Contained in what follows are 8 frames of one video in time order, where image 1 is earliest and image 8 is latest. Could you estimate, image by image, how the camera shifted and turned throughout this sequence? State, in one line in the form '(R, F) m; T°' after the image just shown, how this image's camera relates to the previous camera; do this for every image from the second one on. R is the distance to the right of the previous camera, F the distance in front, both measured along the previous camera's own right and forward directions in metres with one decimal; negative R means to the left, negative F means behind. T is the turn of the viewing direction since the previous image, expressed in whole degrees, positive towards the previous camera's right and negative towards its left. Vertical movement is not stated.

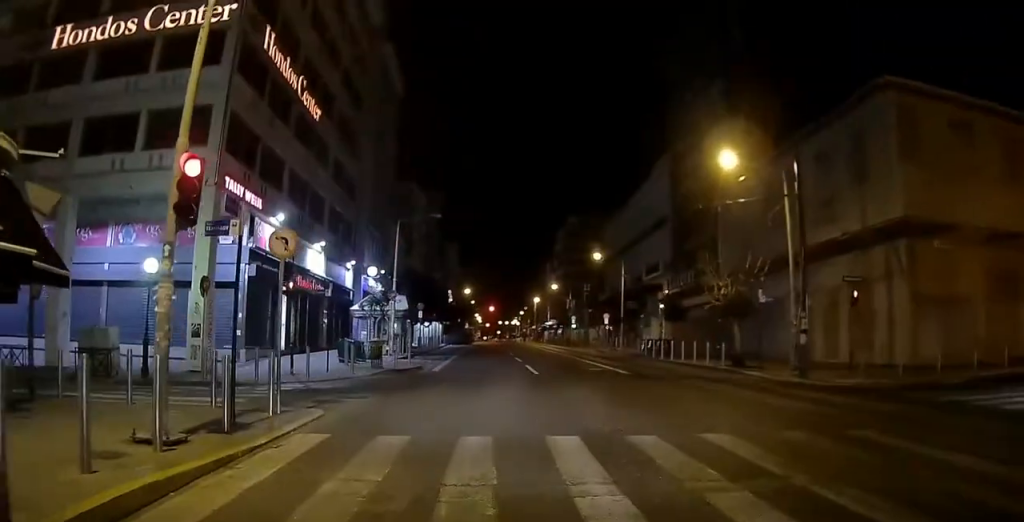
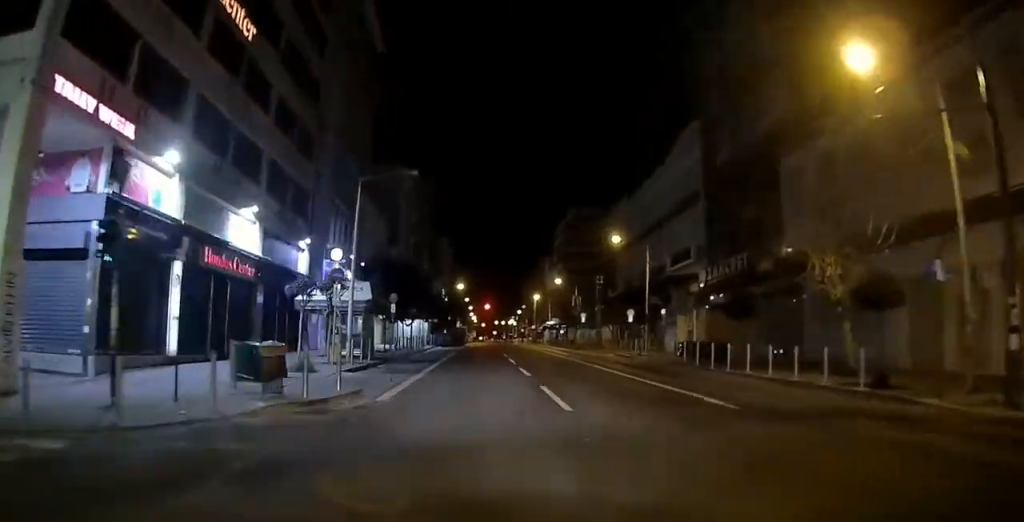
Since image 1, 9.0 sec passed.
(-1.2, +26.3) m; -3°
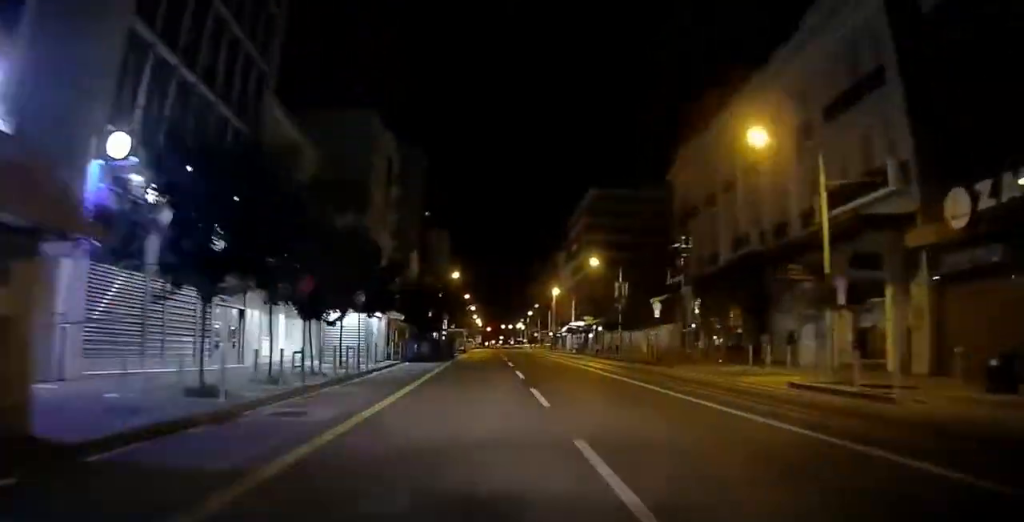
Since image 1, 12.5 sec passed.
(0.0, +23.0) m; +1°
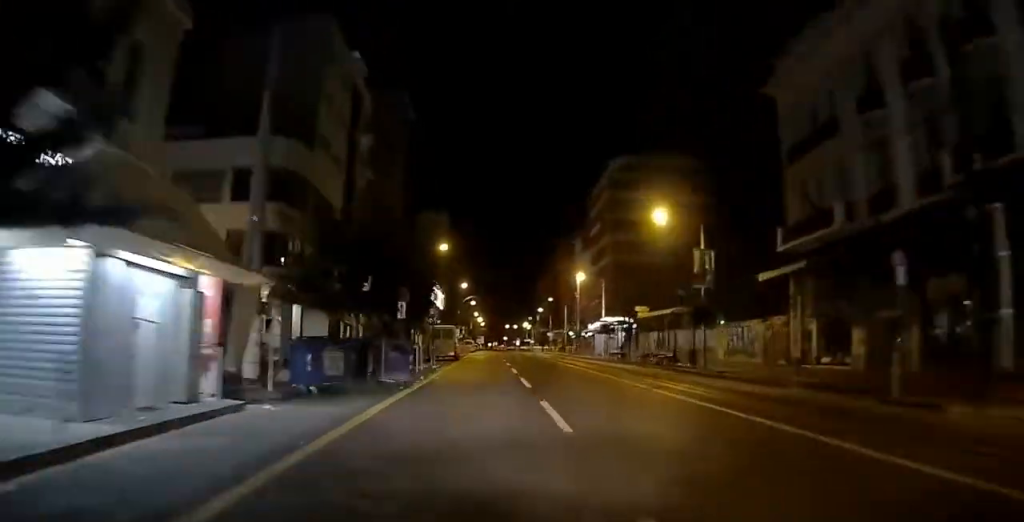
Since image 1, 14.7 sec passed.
(+0.3, +24.6) m; +1°
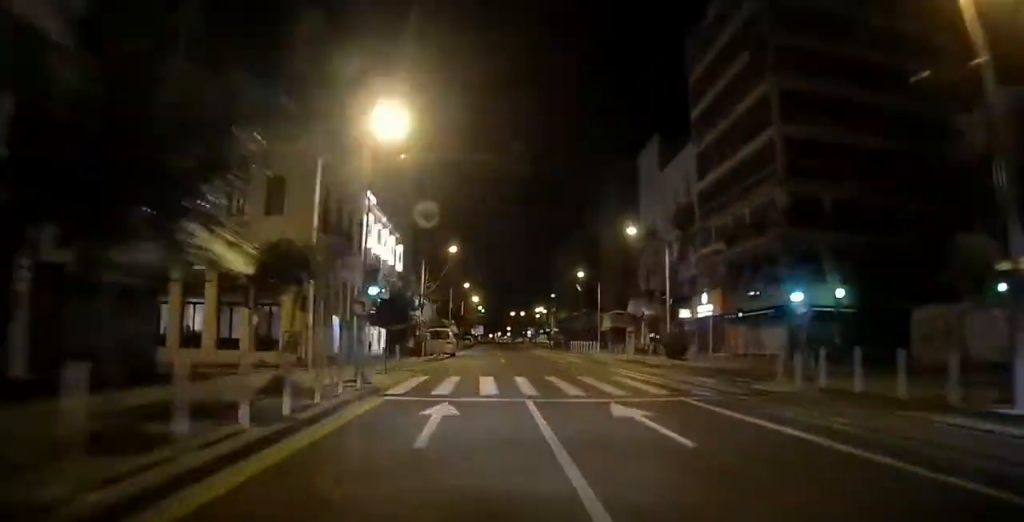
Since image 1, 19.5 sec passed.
(+0.7, +58.2) m; +1°
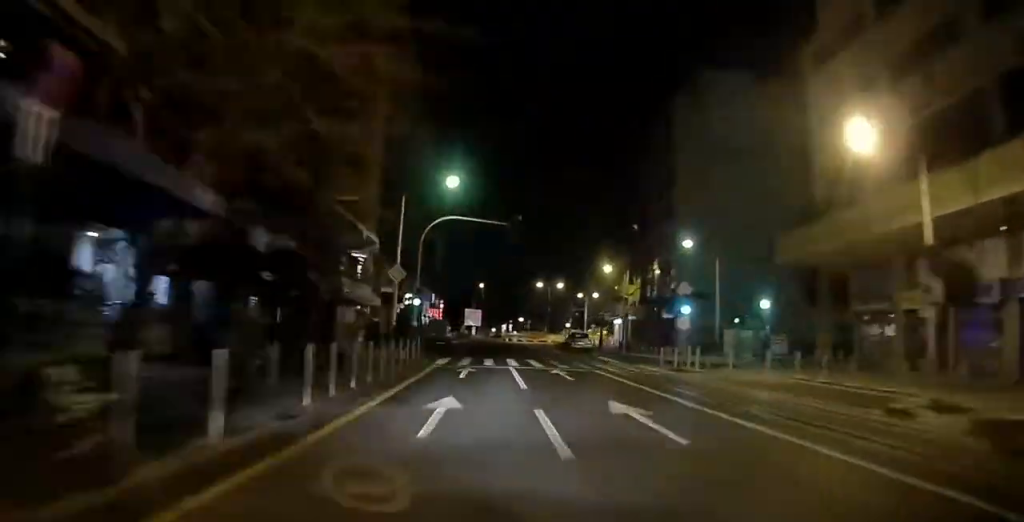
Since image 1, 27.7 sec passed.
(+0.7, +103.1) m; -1°
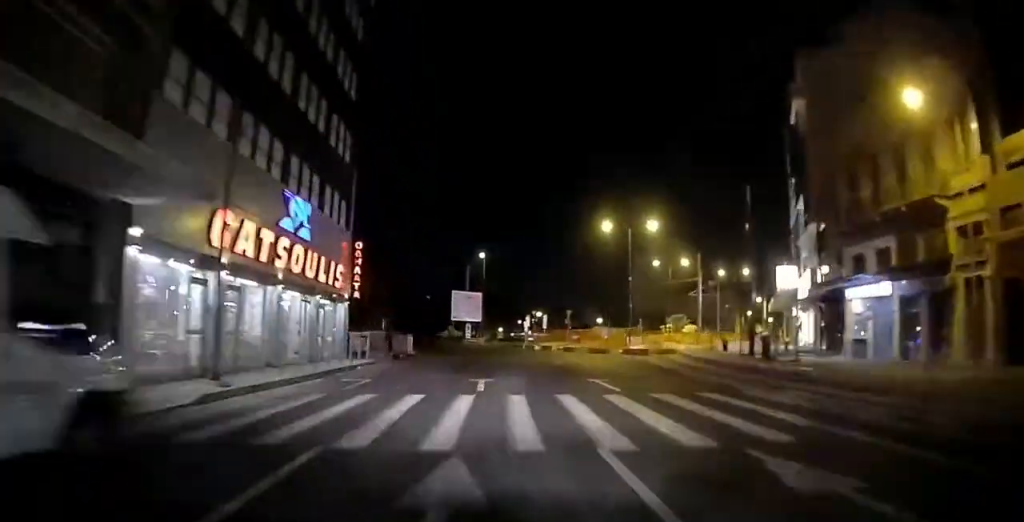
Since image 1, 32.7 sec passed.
(-1.9, +56.6) m; -10°
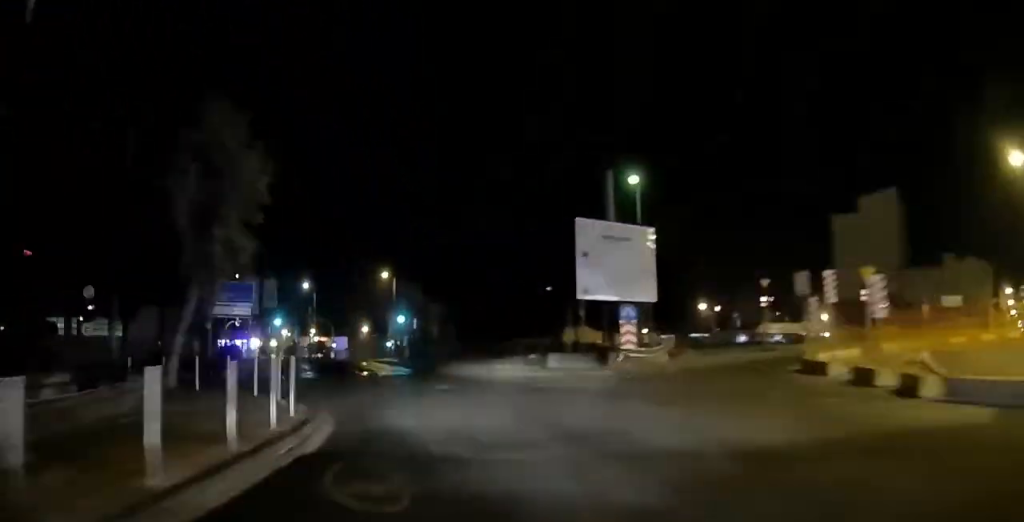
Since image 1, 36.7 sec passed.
(-5.4, +49.9) m; -10°
